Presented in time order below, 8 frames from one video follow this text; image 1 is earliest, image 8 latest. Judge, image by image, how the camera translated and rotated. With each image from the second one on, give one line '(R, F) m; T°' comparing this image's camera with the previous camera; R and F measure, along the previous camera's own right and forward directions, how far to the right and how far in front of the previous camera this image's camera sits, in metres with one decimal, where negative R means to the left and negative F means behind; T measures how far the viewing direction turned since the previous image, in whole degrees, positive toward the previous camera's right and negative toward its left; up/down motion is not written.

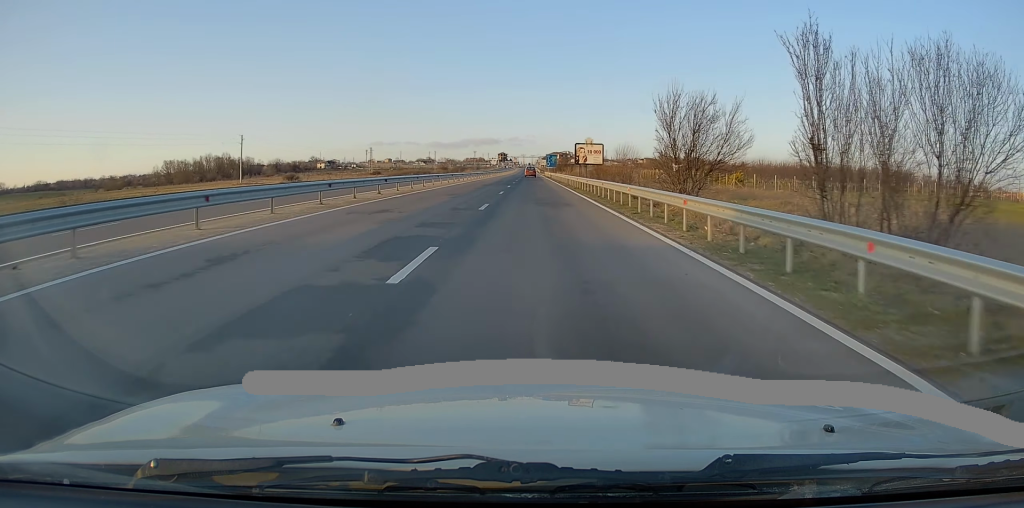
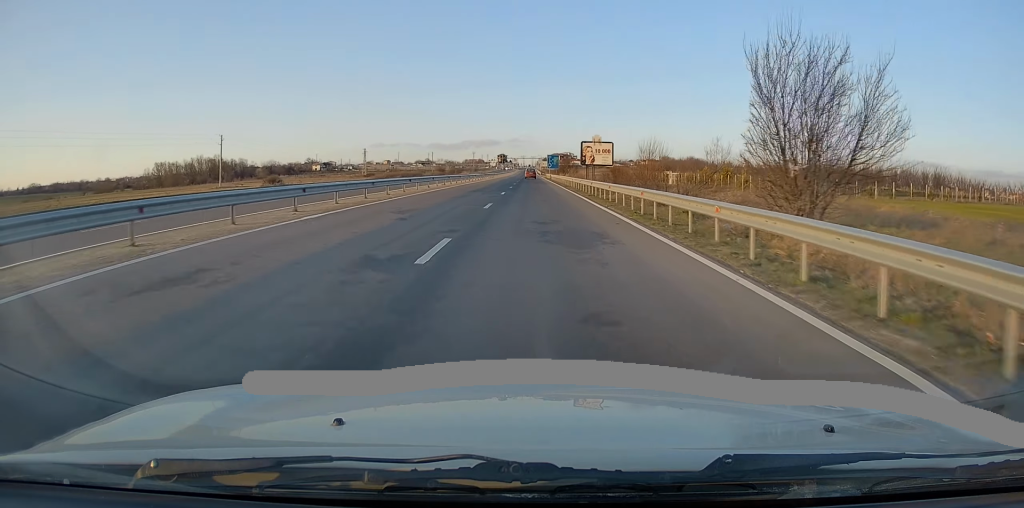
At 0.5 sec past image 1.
(-0.1, +10.4) m; 0°
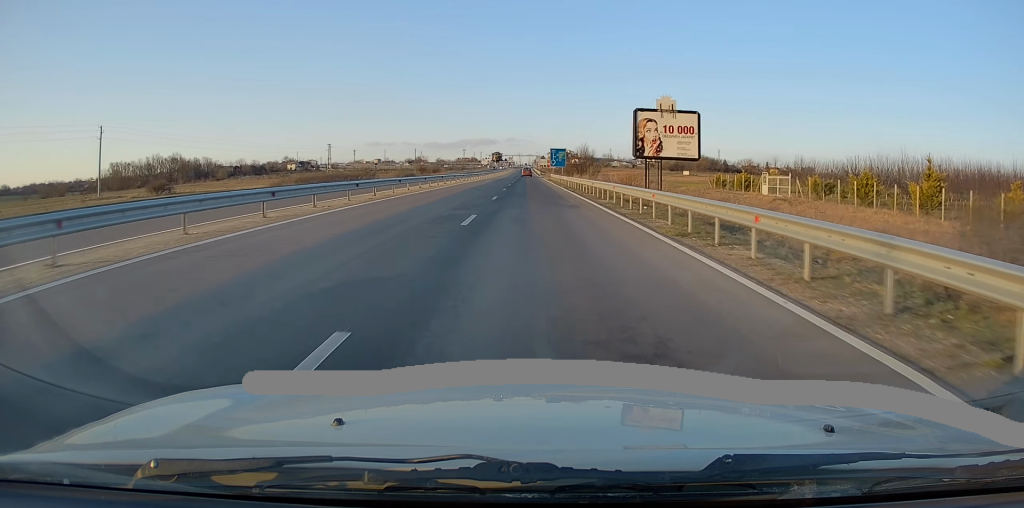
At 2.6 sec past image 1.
(+0.1, +42.0) m; 0°
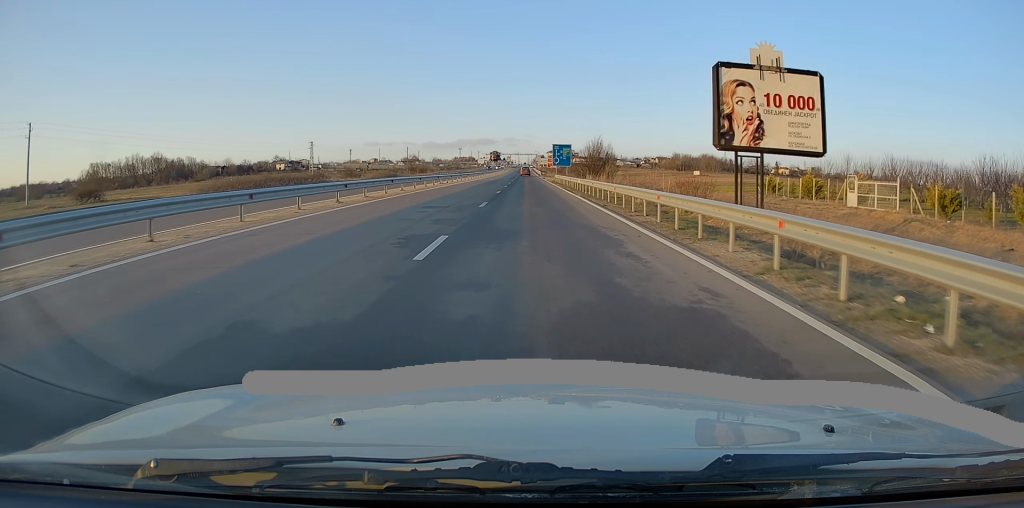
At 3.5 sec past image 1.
(0.0, +17.2) m; 0°
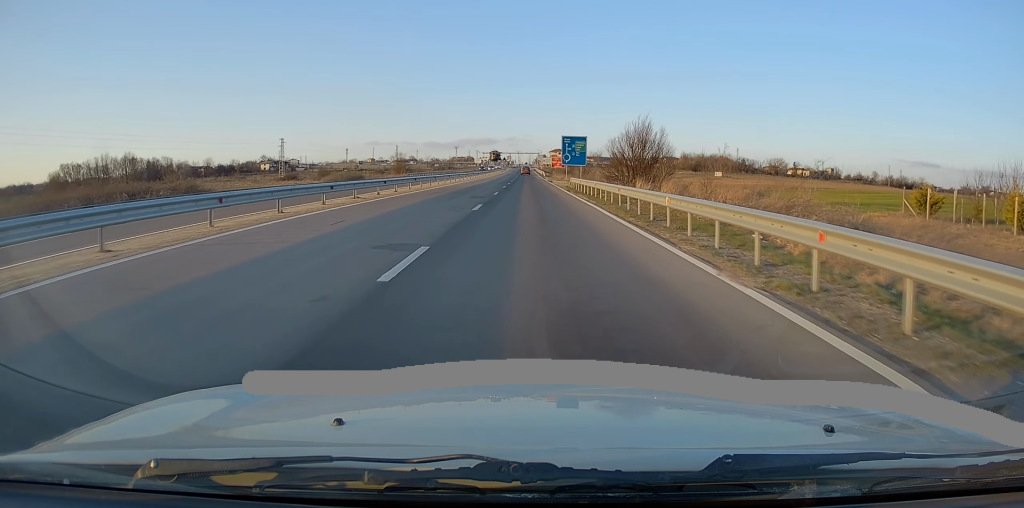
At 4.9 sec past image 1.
(0.0, +25.6) m; 0°
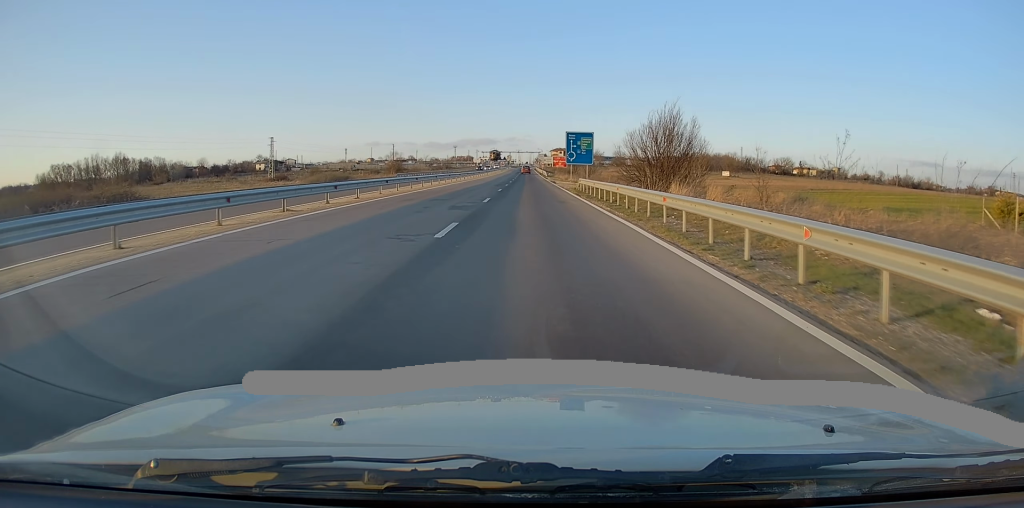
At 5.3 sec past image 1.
(0.0, +7.5) m; 0°
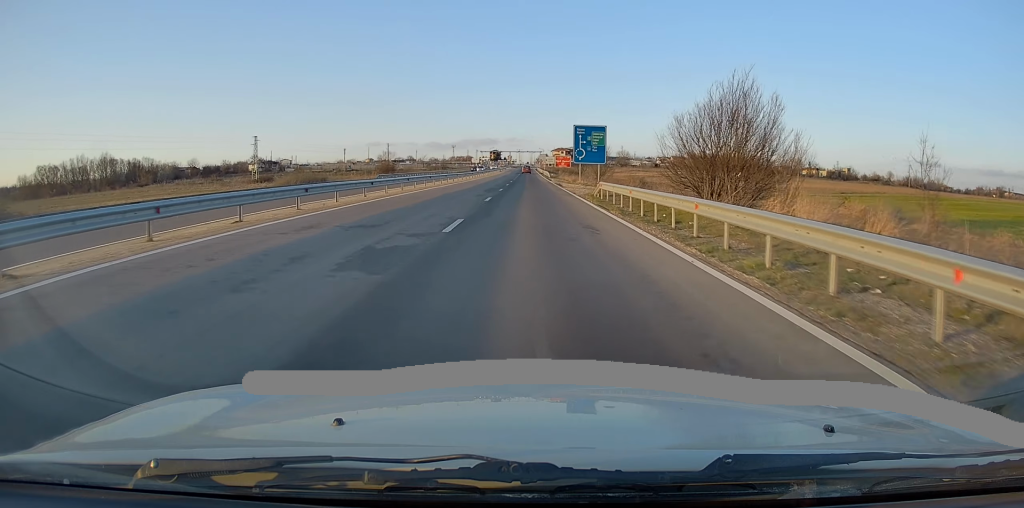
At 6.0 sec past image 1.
(0.0, +11.0) m; 0°
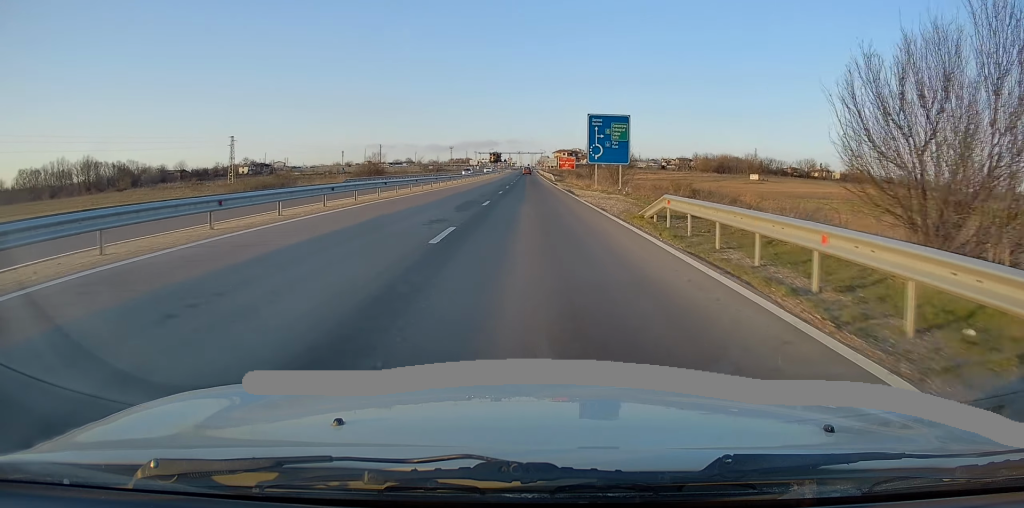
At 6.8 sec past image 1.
(+0.1, +13.5) m; 0°
